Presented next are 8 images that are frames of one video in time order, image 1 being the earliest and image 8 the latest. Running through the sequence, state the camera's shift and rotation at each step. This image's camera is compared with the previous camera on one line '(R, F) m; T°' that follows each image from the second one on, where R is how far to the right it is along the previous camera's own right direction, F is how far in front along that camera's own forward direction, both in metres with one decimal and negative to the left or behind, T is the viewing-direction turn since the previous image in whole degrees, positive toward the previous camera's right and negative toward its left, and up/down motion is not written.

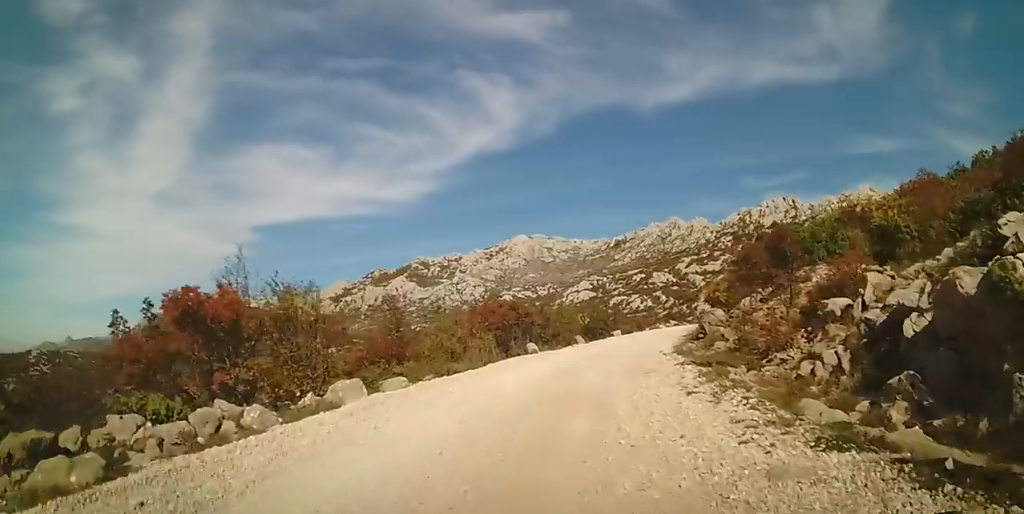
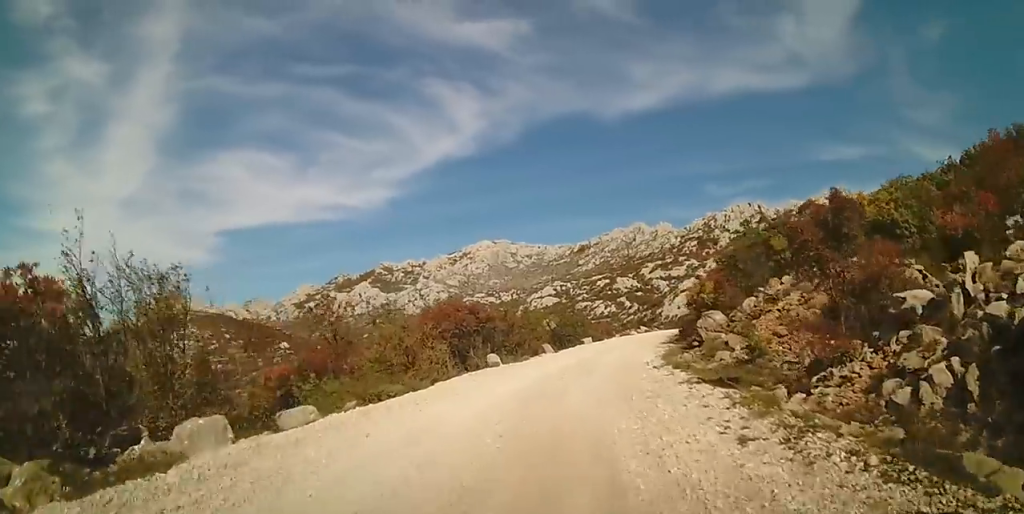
(0.0, +3.3) m; +3°
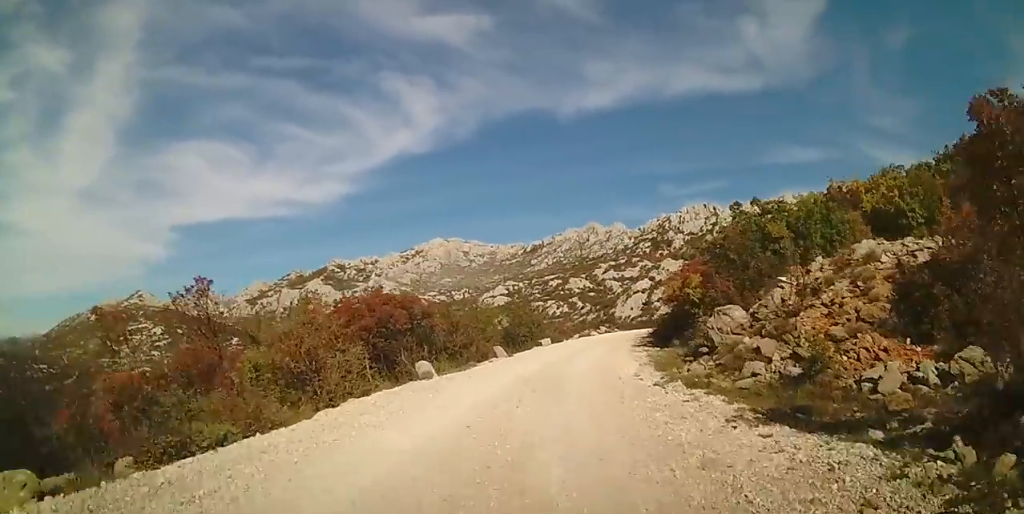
(+0.2, +4.7) m; +5°
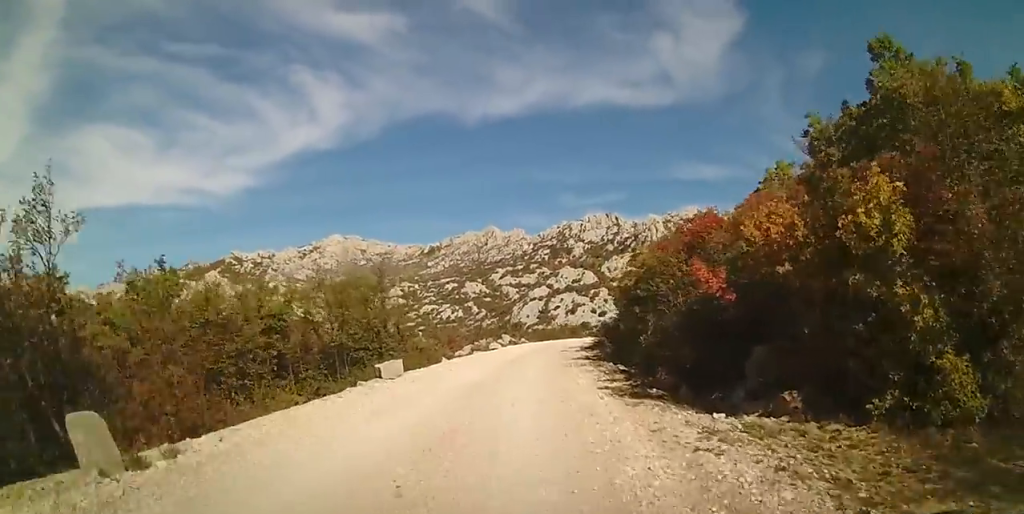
(+1.8, +17.1) m; +7°
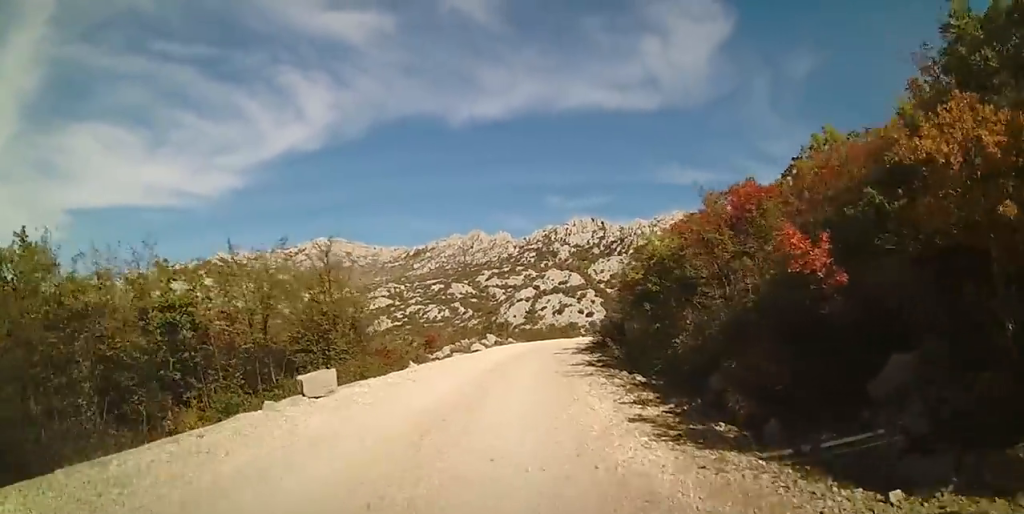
(0.0, +4.2) m; +2°
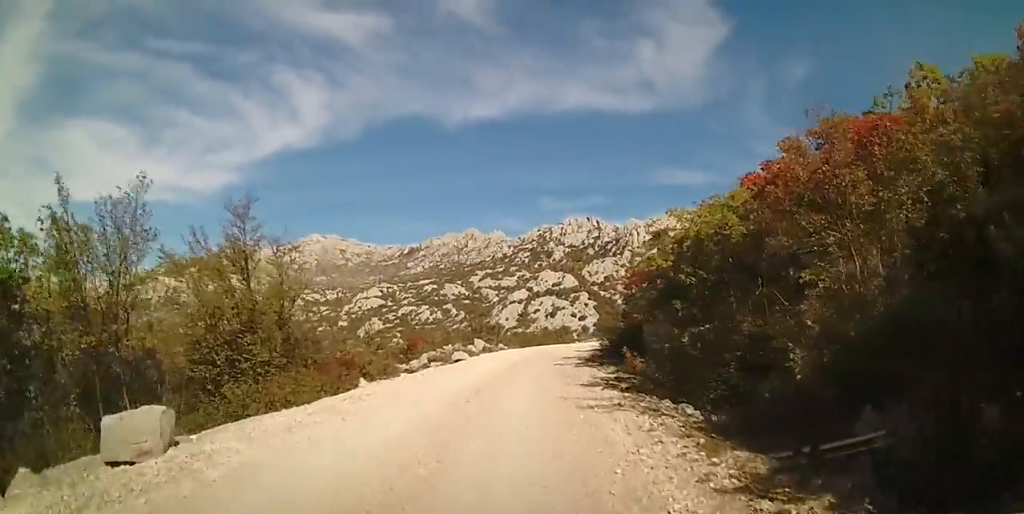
(+0.1, +4.7) m; +2°
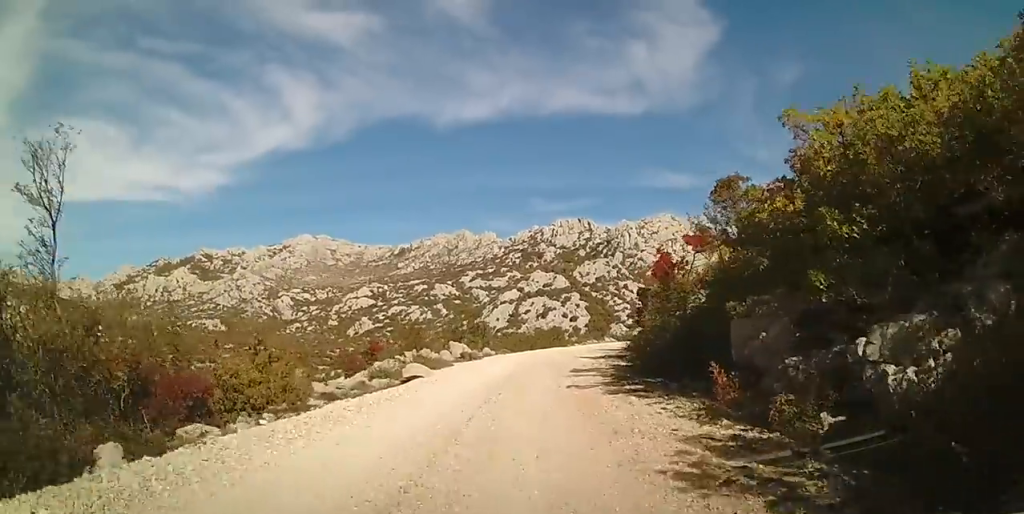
(+0.3, +8.1) m; +1°
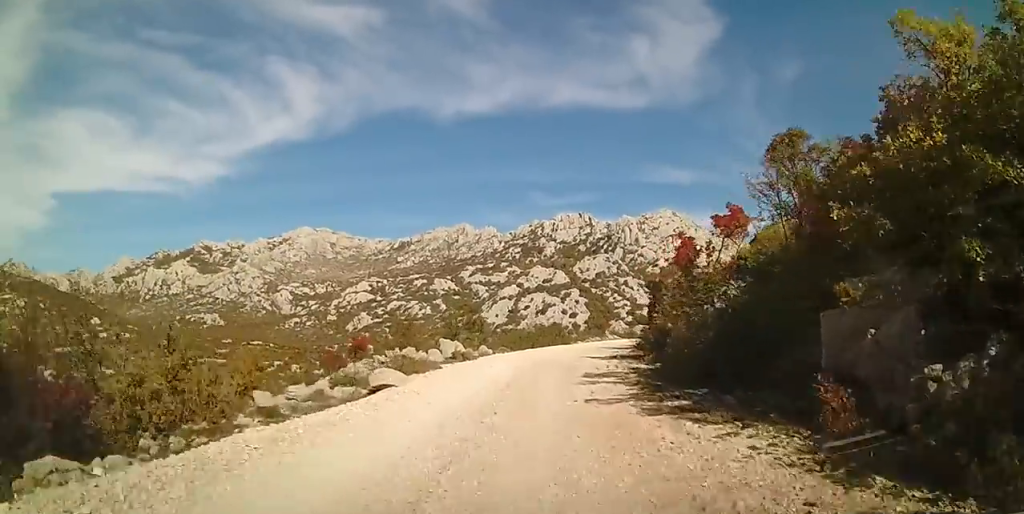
(+0.1, +3.2) m; -1°
